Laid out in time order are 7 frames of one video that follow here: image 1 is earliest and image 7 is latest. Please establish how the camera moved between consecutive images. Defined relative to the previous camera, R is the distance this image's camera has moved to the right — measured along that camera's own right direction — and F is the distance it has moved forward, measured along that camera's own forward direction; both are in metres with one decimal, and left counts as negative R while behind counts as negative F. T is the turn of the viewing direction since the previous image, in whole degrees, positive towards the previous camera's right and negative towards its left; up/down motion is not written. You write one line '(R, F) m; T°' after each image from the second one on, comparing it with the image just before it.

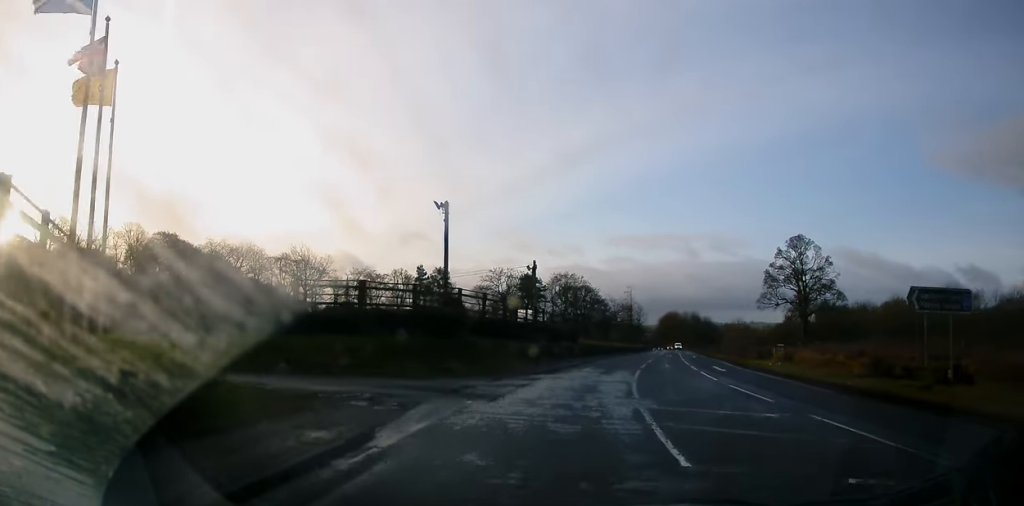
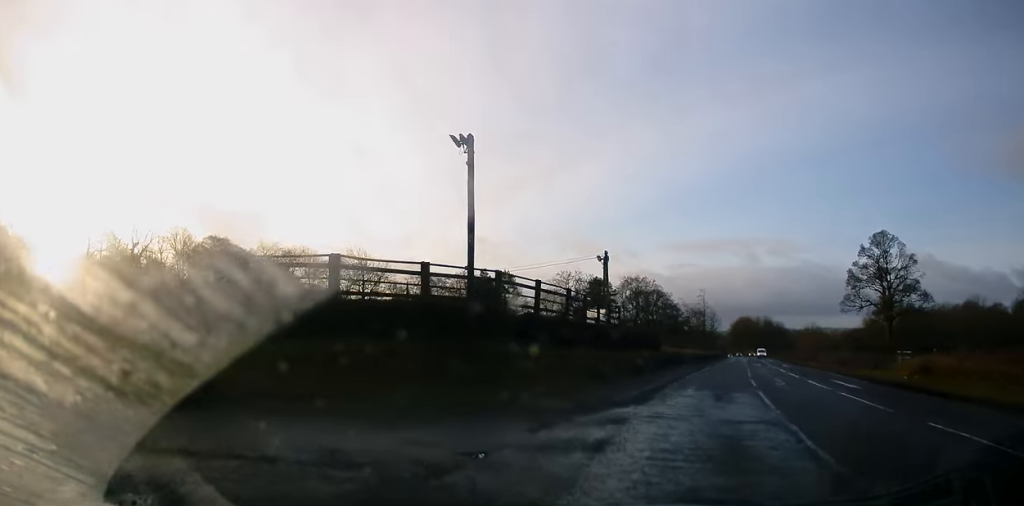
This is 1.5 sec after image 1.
(-0.3, +9.5) m; -11°
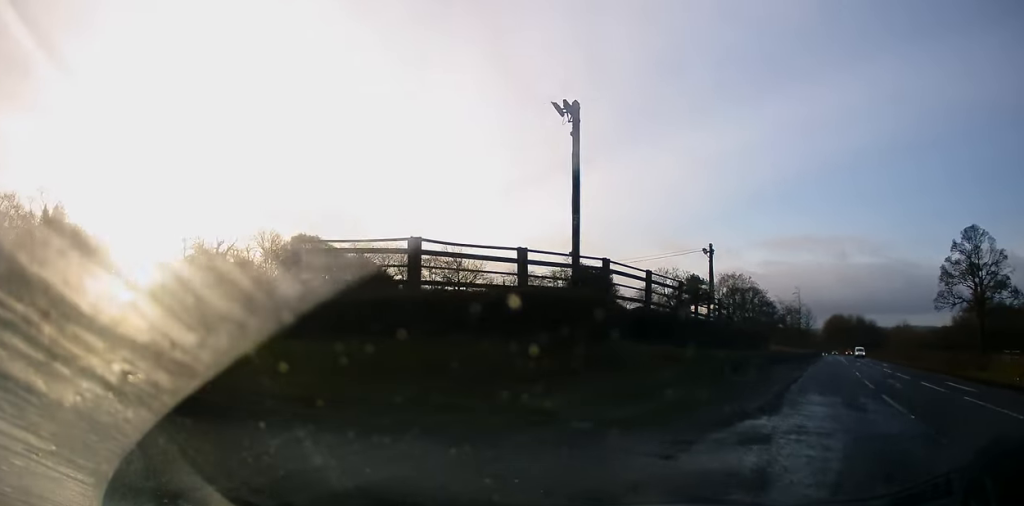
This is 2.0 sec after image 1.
(-0.3, +2.1) m; -8°
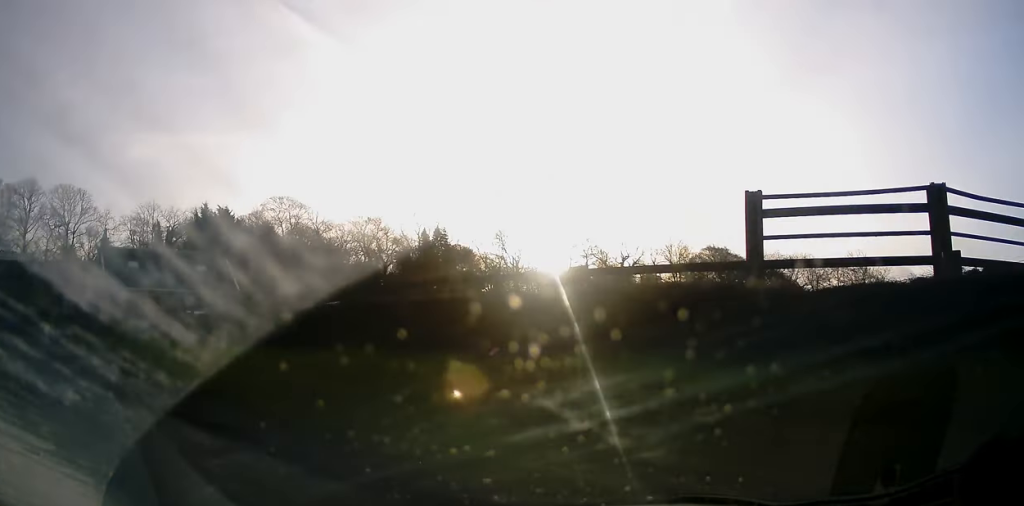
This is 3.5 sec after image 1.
(-1.1, +5.4) m; -37°
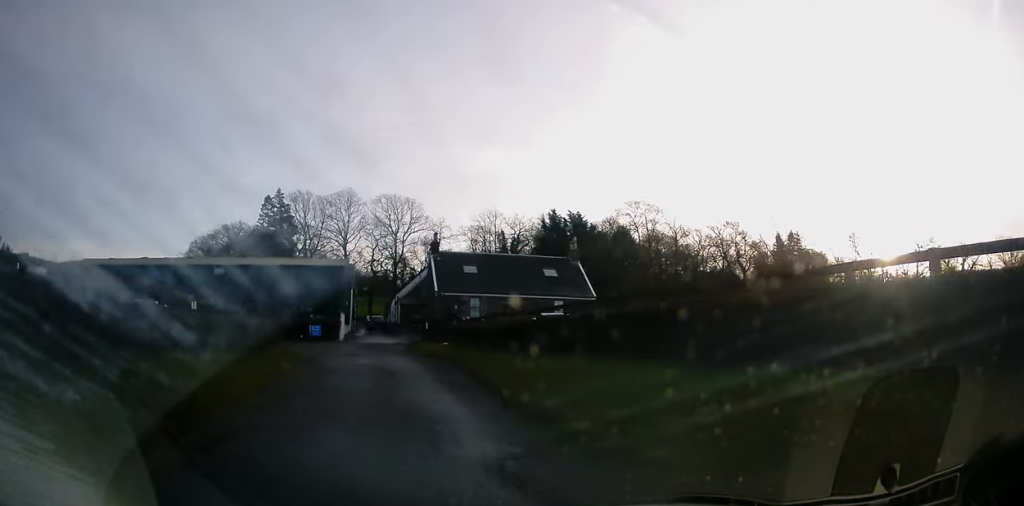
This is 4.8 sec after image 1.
(-1.7, +3.6) m; -33°
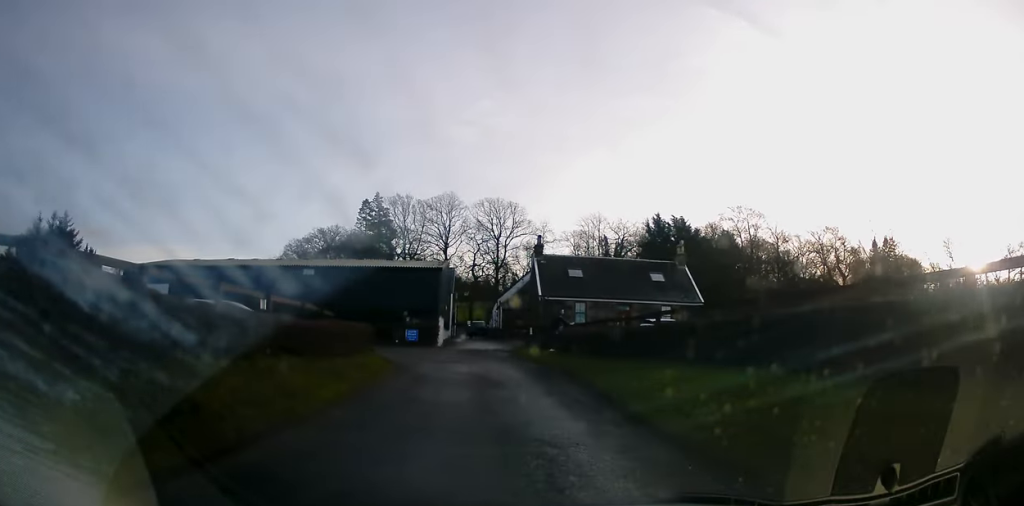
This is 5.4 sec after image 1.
(-0.2, +1.6) m; -6°
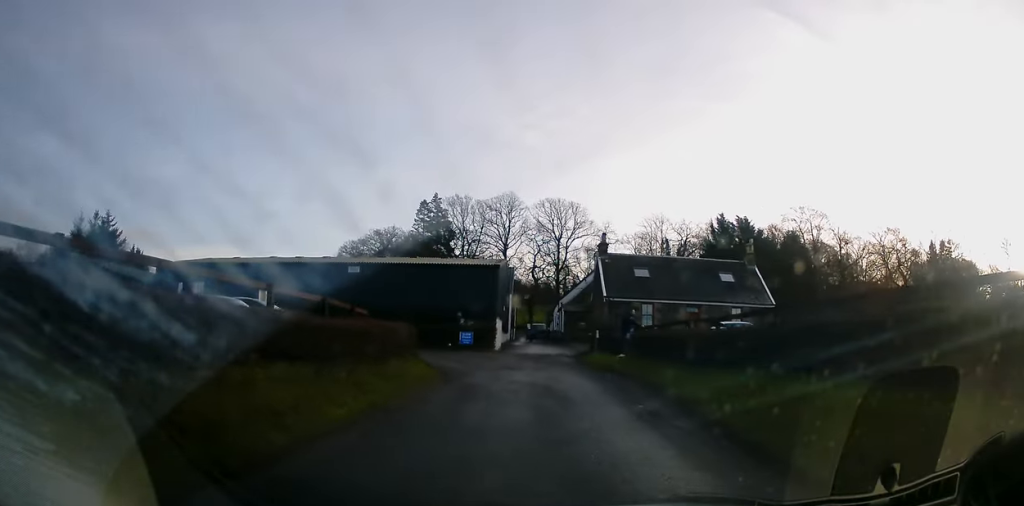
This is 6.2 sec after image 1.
(-0.1, +2.6) m; -7°
